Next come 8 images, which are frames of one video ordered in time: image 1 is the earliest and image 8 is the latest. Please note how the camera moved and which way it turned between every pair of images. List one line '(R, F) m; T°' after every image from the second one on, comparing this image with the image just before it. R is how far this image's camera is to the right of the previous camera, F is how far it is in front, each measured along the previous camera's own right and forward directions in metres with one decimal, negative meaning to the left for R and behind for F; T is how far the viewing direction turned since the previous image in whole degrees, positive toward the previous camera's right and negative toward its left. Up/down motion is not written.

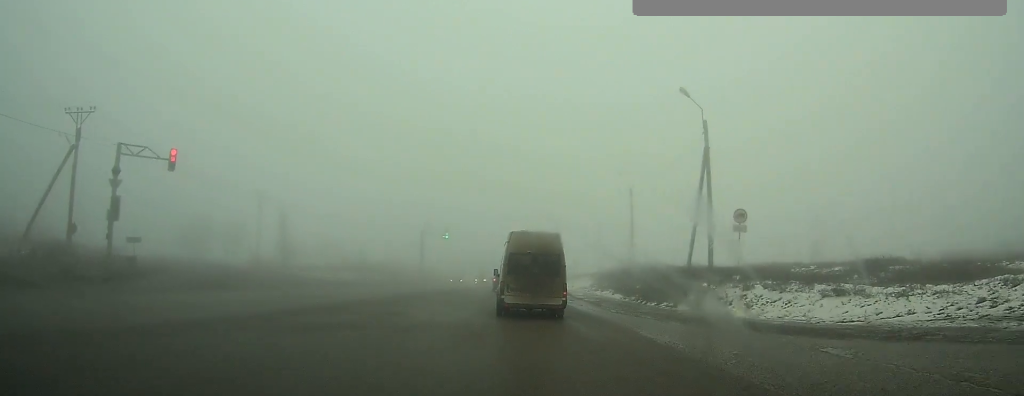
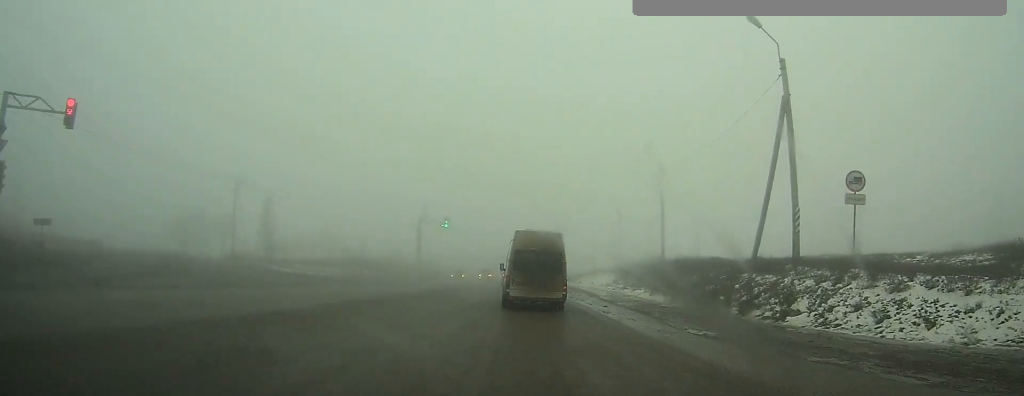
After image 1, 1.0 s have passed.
(-0.1, +8.1) m; -1°
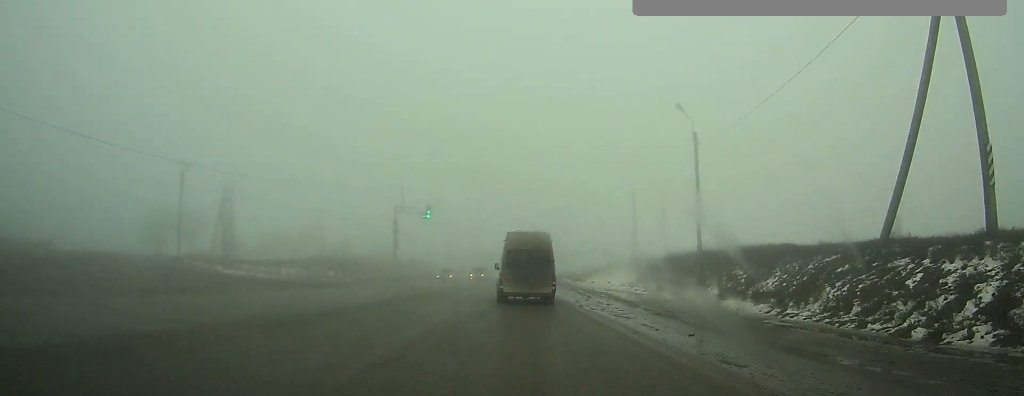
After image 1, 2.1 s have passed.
(0.0, +10.2) m; 0°
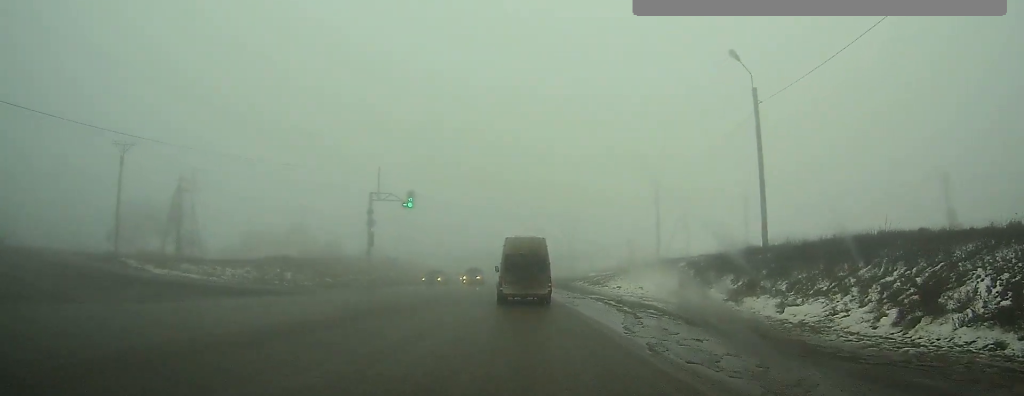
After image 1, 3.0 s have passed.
(0.0, +10.4) m; 0°
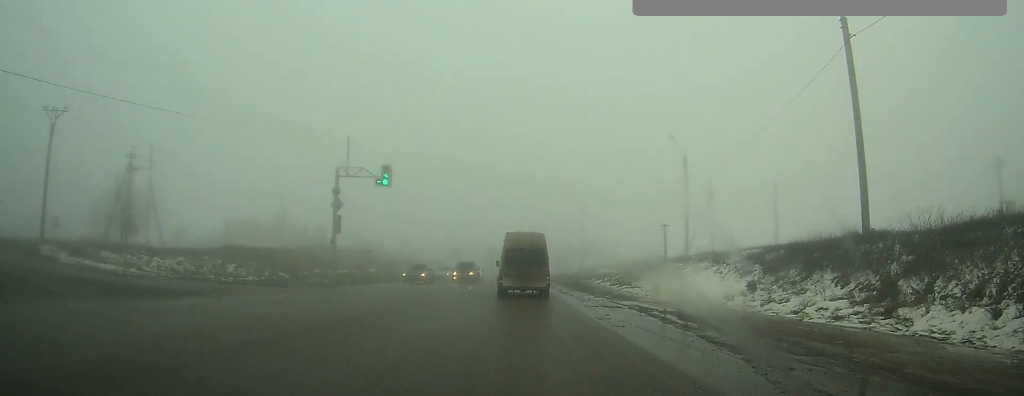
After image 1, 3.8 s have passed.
(0.0, +9.9) m; 0°
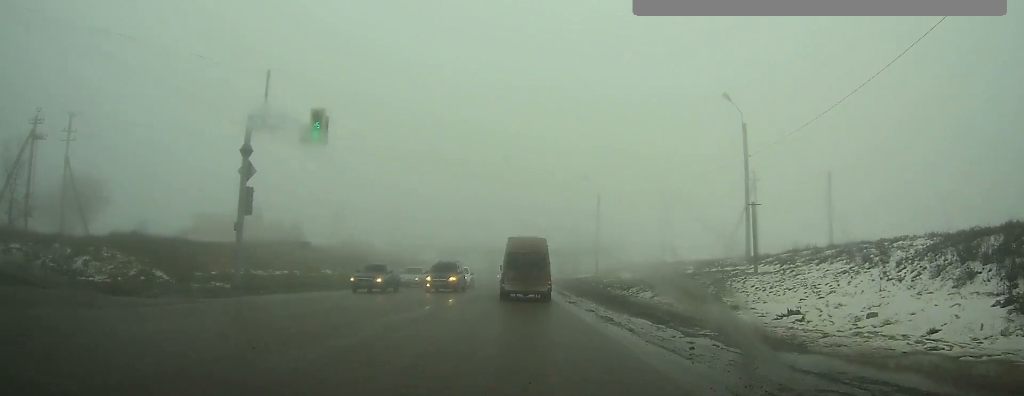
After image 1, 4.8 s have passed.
(0.0, +15.1) m; 0°
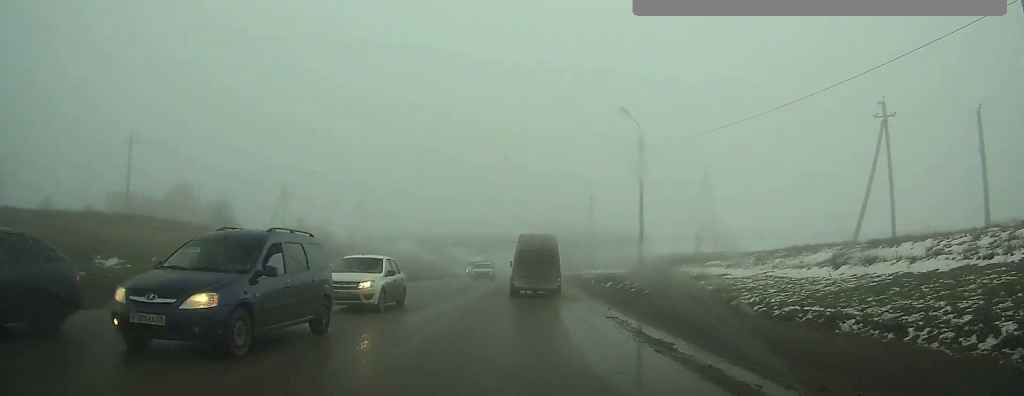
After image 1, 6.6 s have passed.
(0.0, +29.1) m; +1°
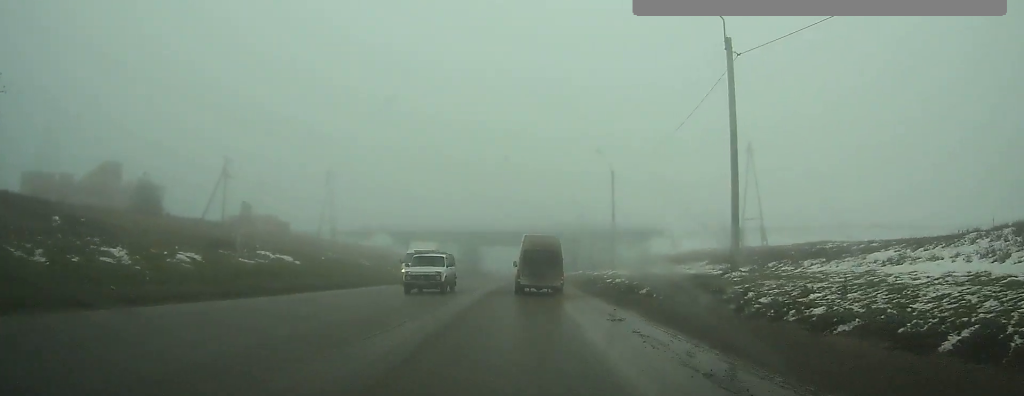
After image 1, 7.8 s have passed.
(+0.2, +19.3) m; +1°
